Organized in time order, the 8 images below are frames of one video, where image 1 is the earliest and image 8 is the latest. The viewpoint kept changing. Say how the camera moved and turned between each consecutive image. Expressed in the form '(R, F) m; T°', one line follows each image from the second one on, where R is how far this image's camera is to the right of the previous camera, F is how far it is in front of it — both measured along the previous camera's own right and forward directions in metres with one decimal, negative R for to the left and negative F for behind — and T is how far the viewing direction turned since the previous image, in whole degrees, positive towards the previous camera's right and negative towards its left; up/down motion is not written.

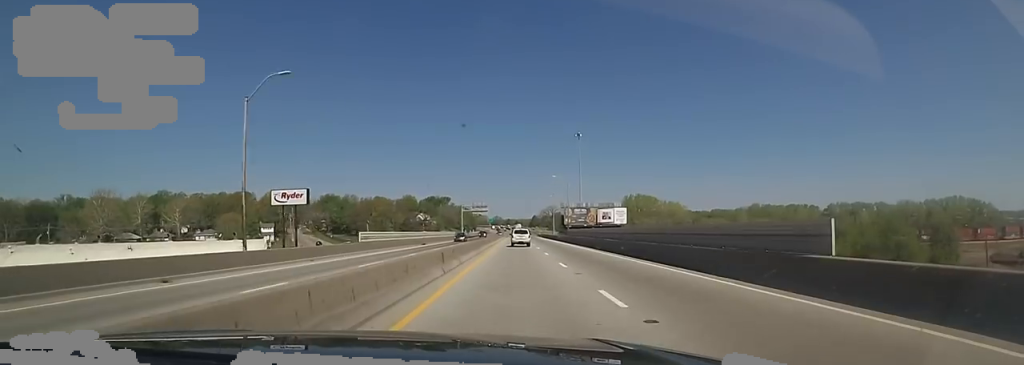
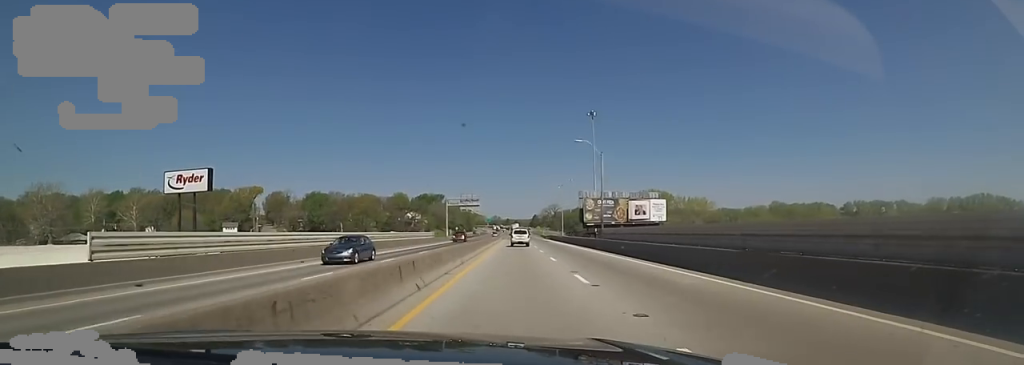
(+0.3, +25.8) m; +1°
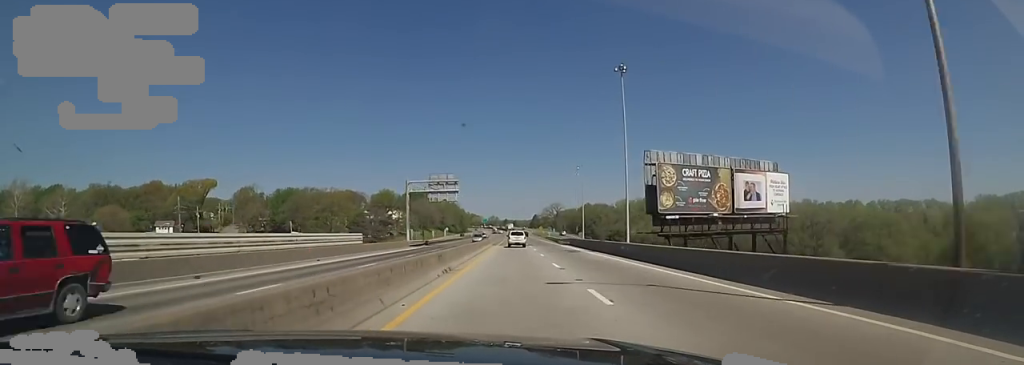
(+0.2, +33.6) m; 0°
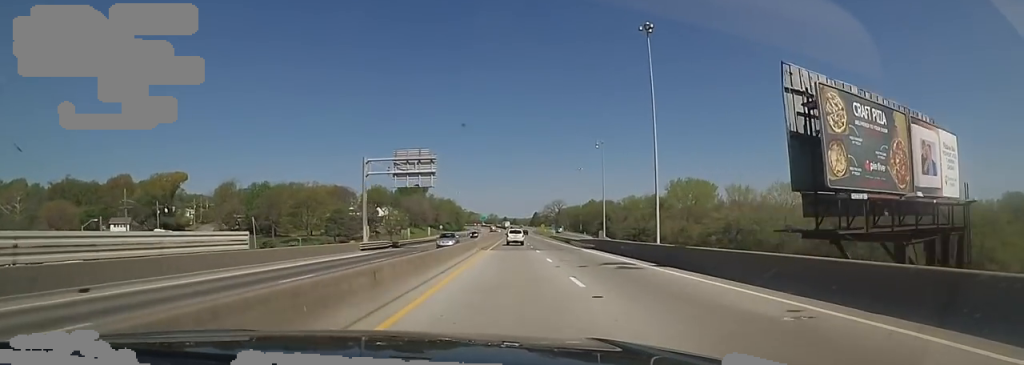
(-0.4, +17.5) m; 0°
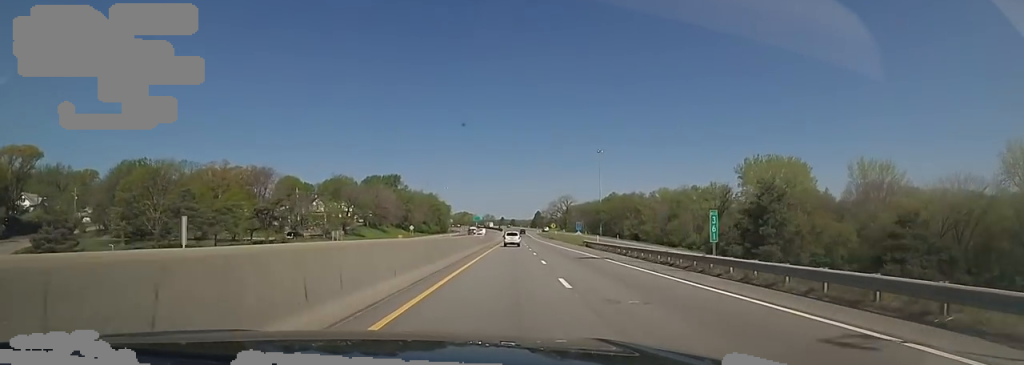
(-0.3, +59.7) m; -2°
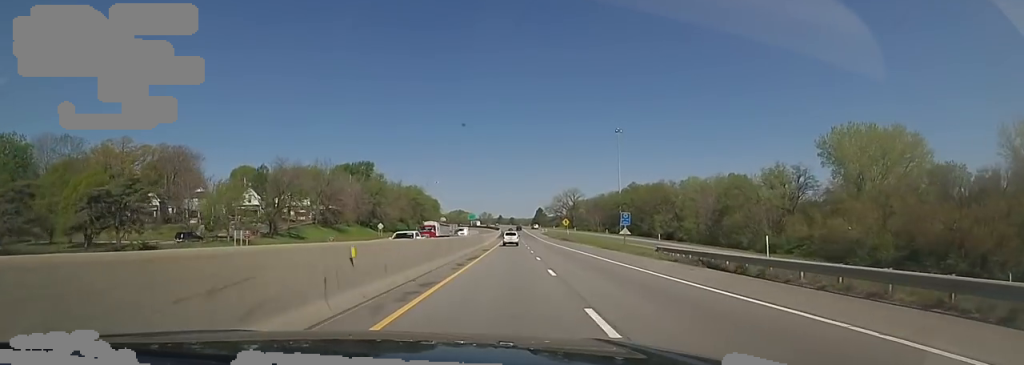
(0.0, +35.0) m; 0°
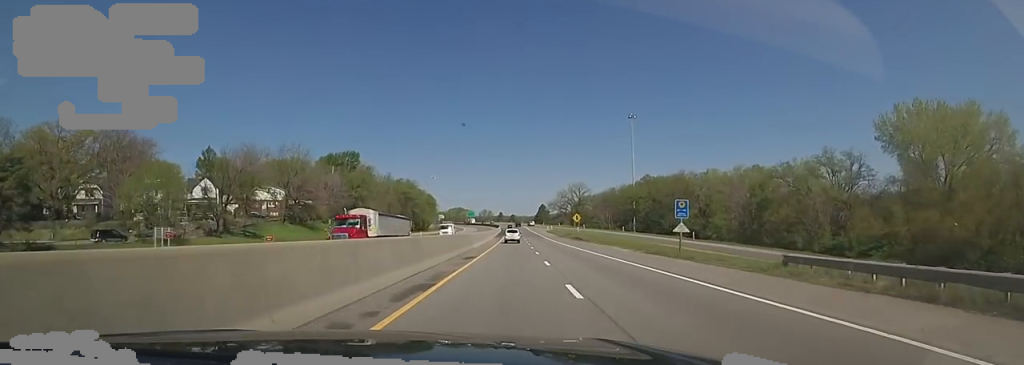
(0.0, +15.5) m; 0°
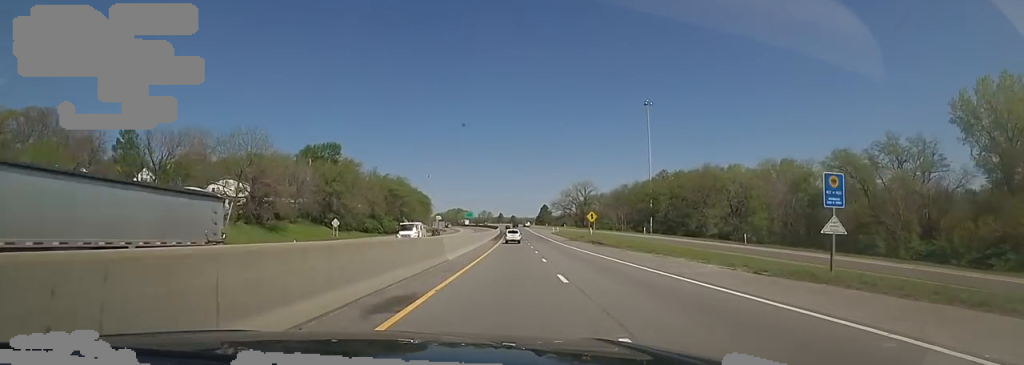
(0.0, +15.7) m; +1°
